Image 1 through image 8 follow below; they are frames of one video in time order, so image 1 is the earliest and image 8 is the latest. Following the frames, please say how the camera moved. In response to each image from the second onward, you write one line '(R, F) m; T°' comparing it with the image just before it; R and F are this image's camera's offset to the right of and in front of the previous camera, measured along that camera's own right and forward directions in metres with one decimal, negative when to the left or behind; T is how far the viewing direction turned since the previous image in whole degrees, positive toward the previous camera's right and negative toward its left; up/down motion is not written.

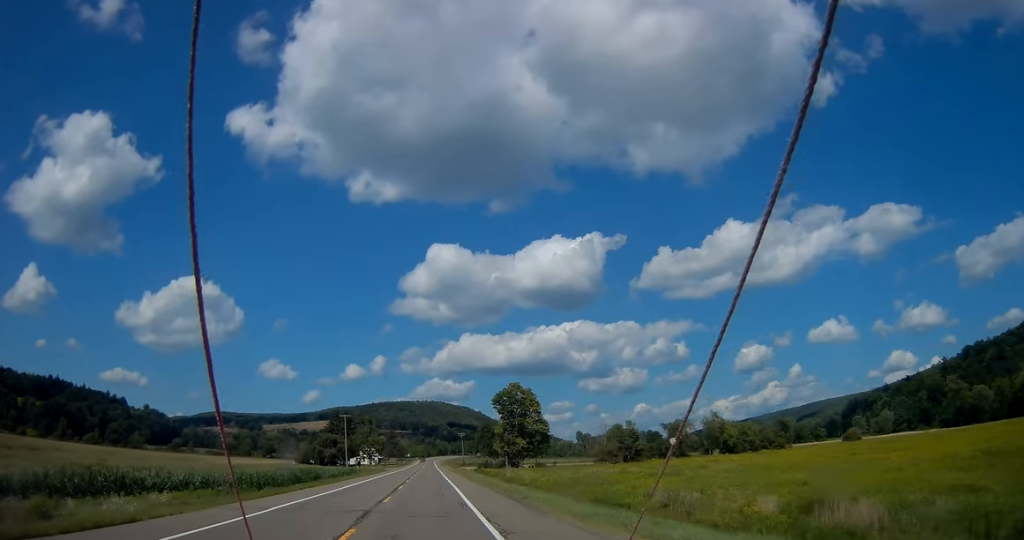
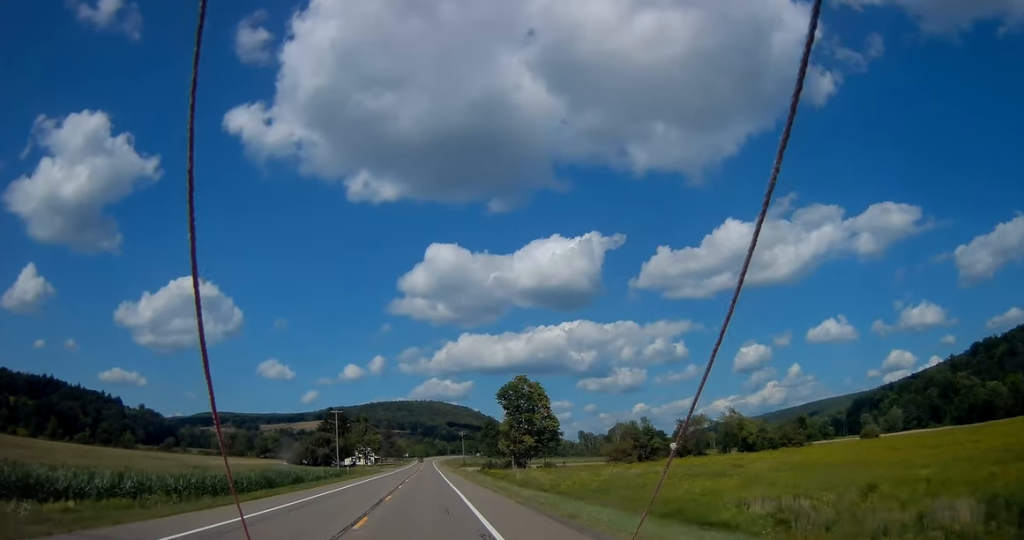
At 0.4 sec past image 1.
(0.0, +10.5) m; 0°
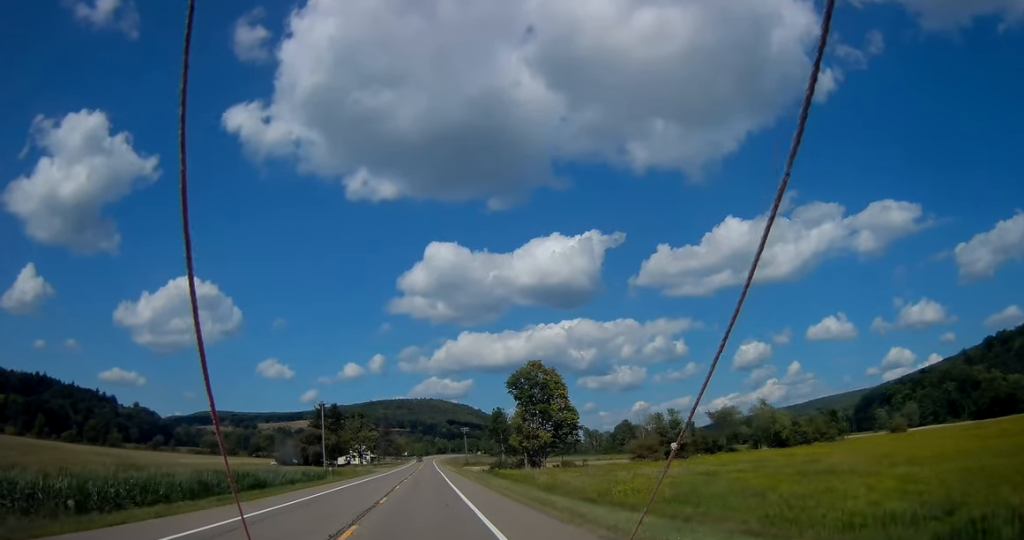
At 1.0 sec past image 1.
(0.0, +14.9) m; 0°
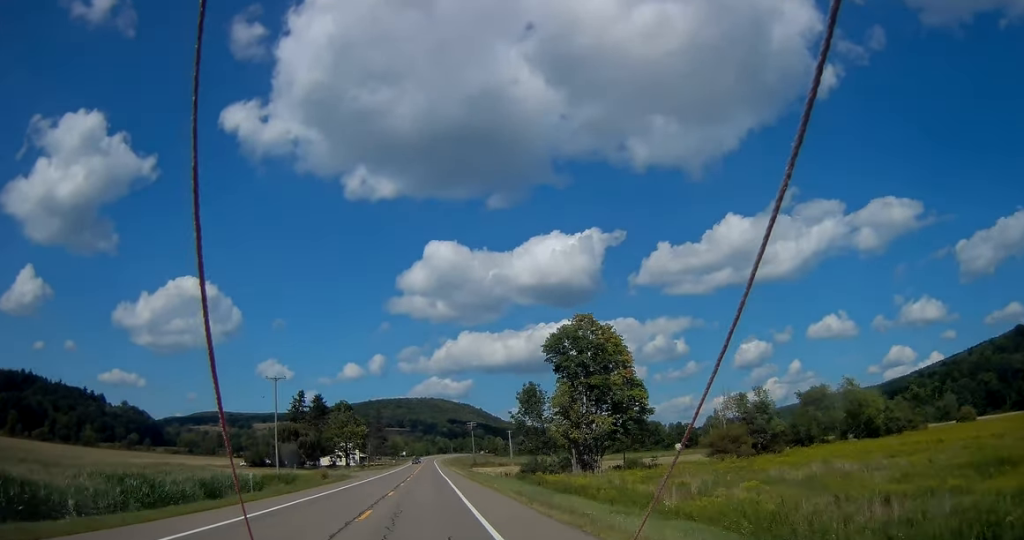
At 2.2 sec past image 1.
(0.0, +31.4) m; 0°
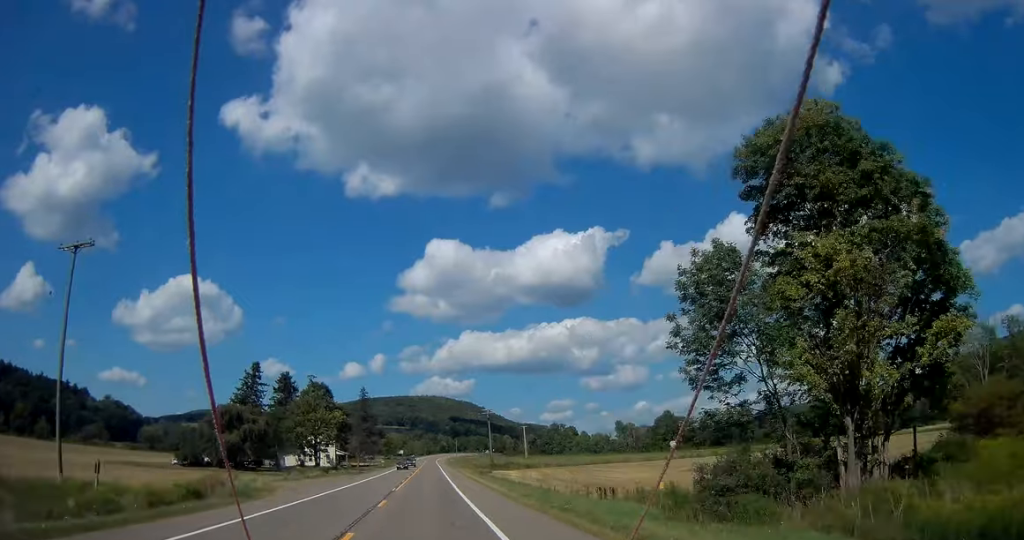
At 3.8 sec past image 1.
(-0.1, +43.8) m; 0°
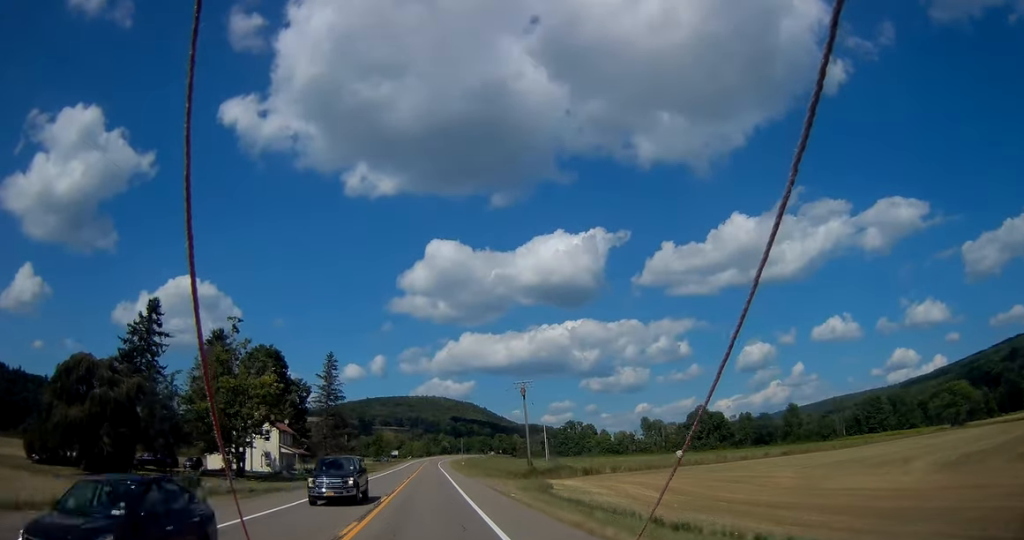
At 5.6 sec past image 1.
(-0.2, +46.5) m; -1°
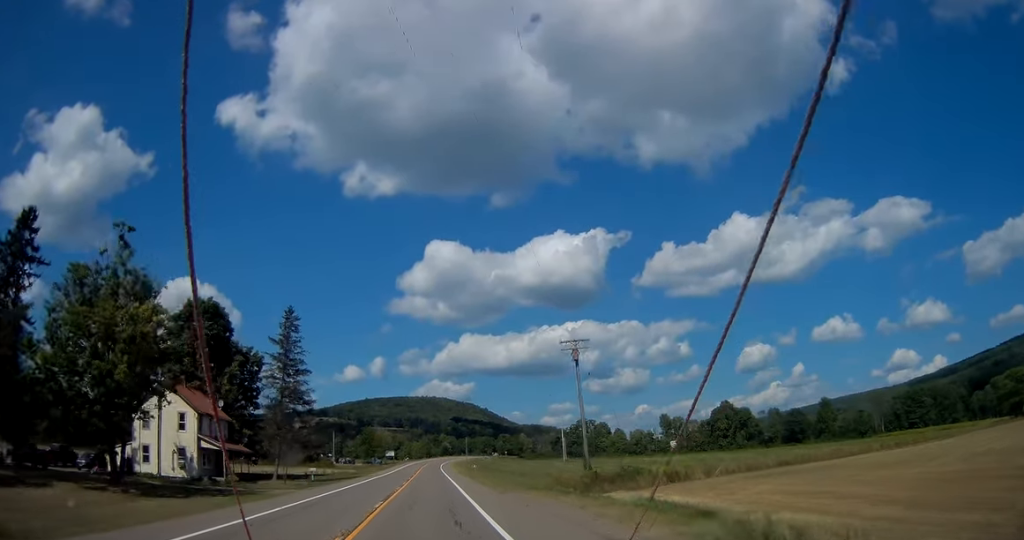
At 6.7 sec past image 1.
(+0.2, +28.0) m; 0°
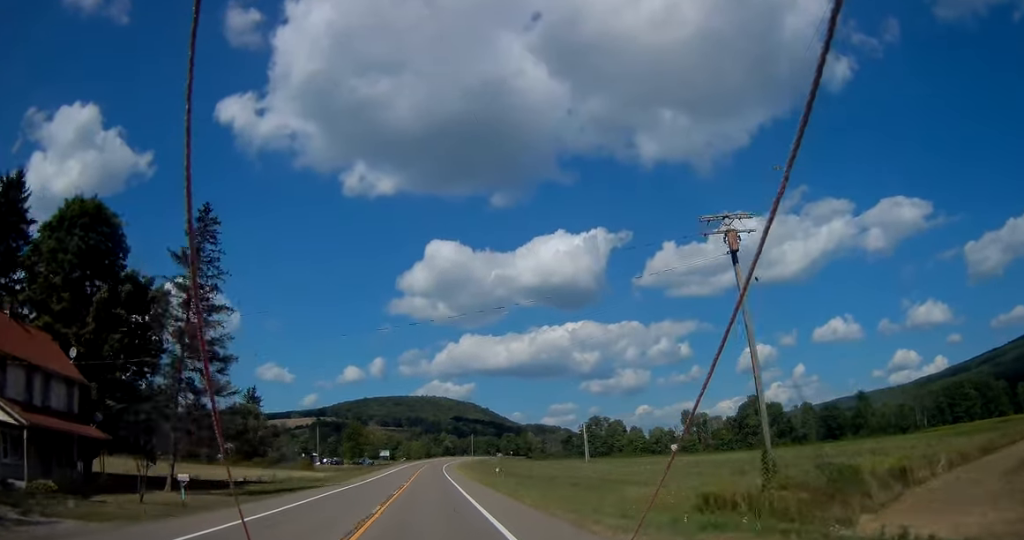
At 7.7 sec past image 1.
(-0.2, +27.1) m; 0°
